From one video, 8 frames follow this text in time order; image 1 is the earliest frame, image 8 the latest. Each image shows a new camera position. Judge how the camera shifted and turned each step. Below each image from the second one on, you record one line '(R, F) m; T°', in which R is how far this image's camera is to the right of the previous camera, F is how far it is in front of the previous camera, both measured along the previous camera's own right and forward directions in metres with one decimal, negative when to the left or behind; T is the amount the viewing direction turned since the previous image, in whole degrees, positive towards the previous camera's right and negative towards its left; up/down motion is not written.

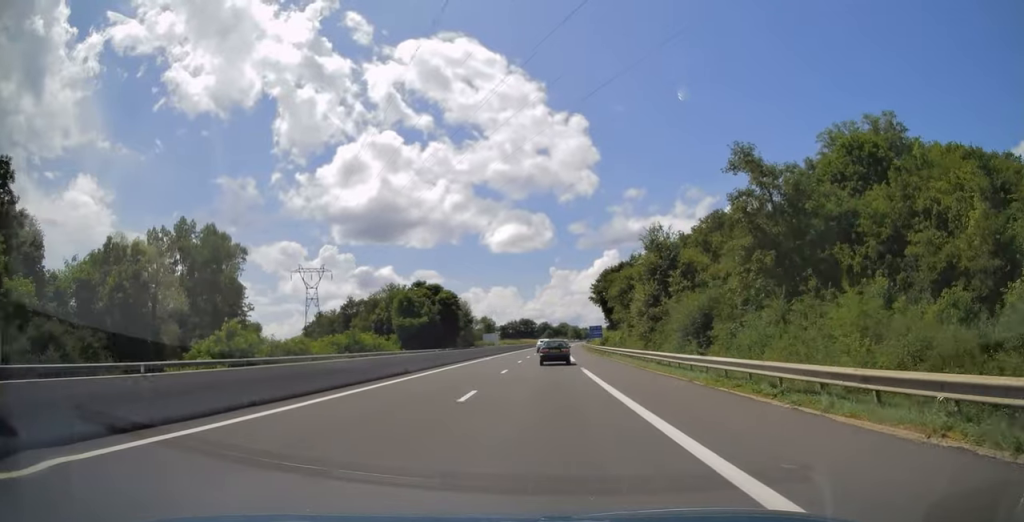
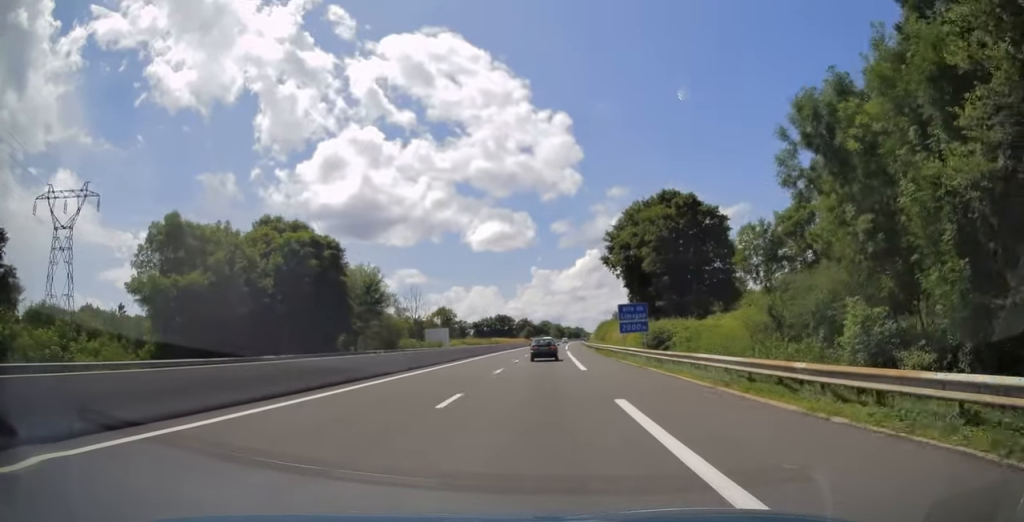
(+1.1, +66.1) m; +1°
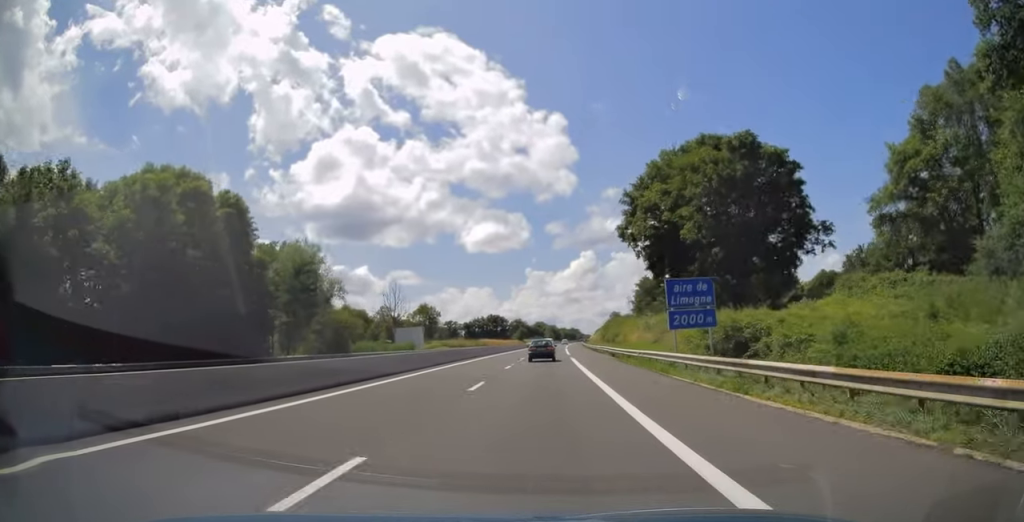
(0.0, +21.0) m; 0°
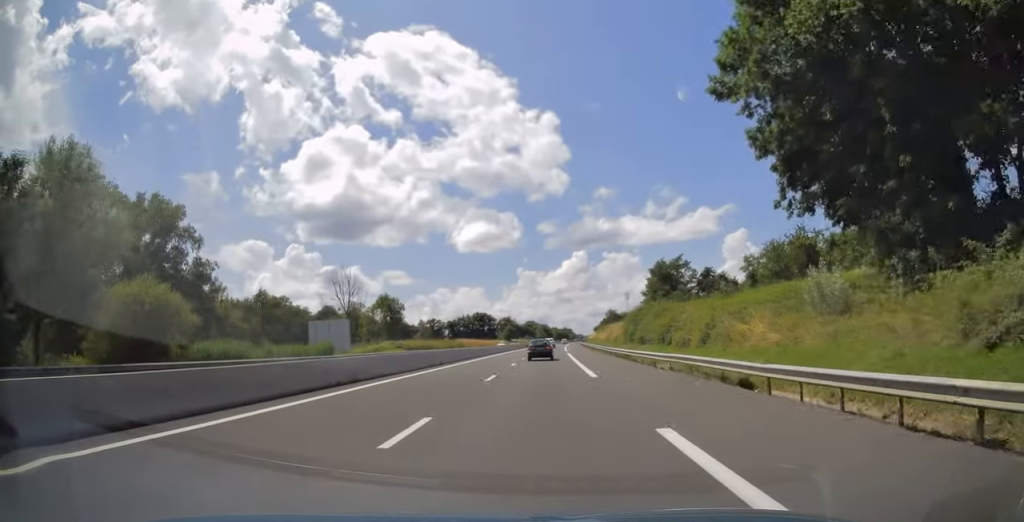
(+0.2, +34.8) m; +1°
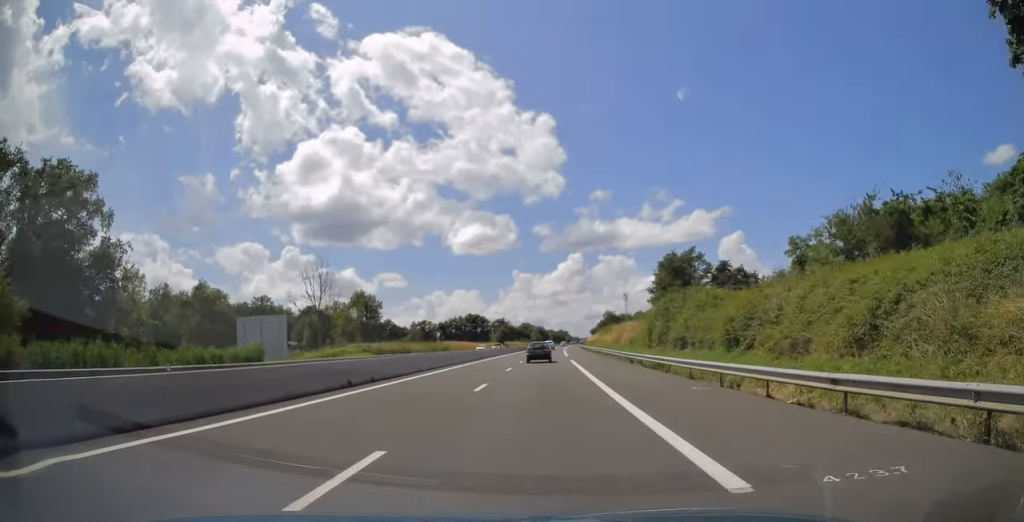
(+0.1, +15.9) m; +1°
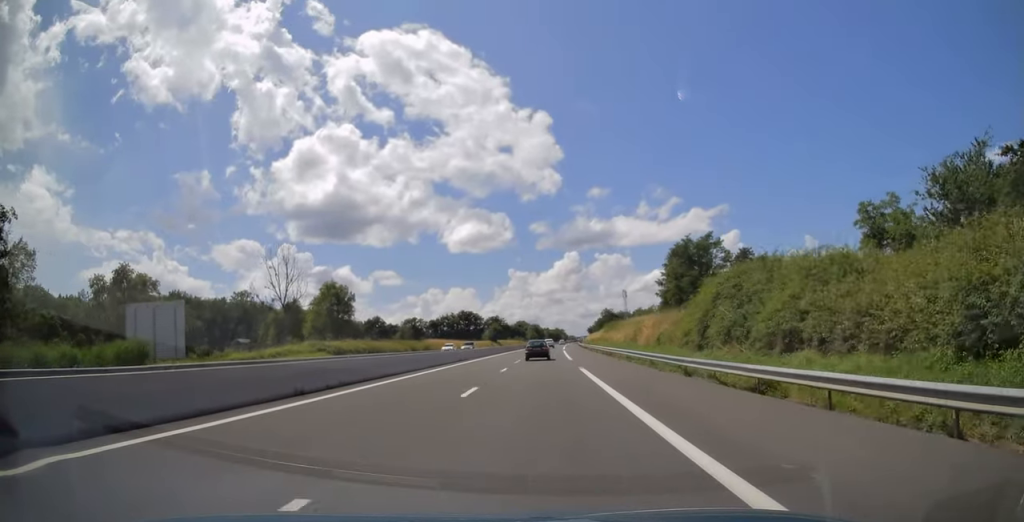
(+0.2, +15.4) m; 0°
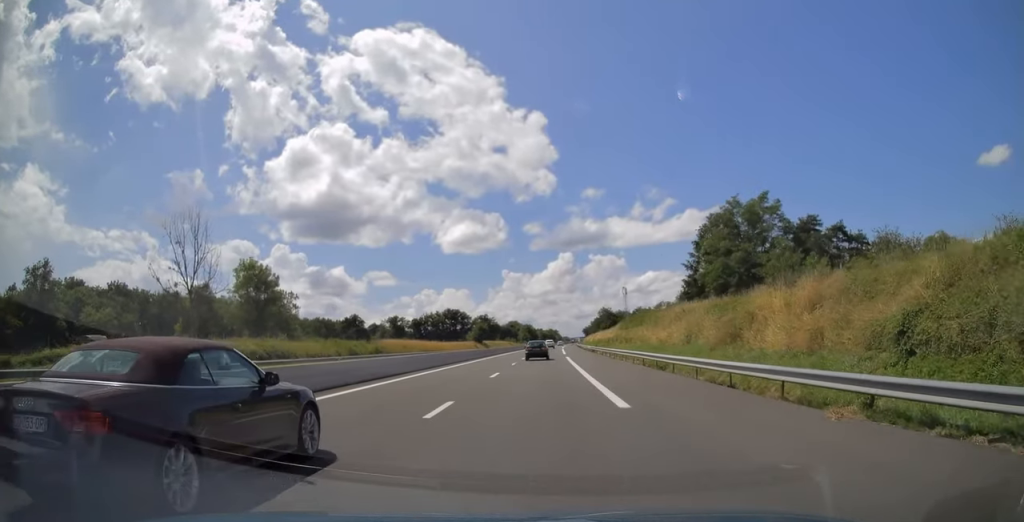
(+0.3, +29.7) m; +1°
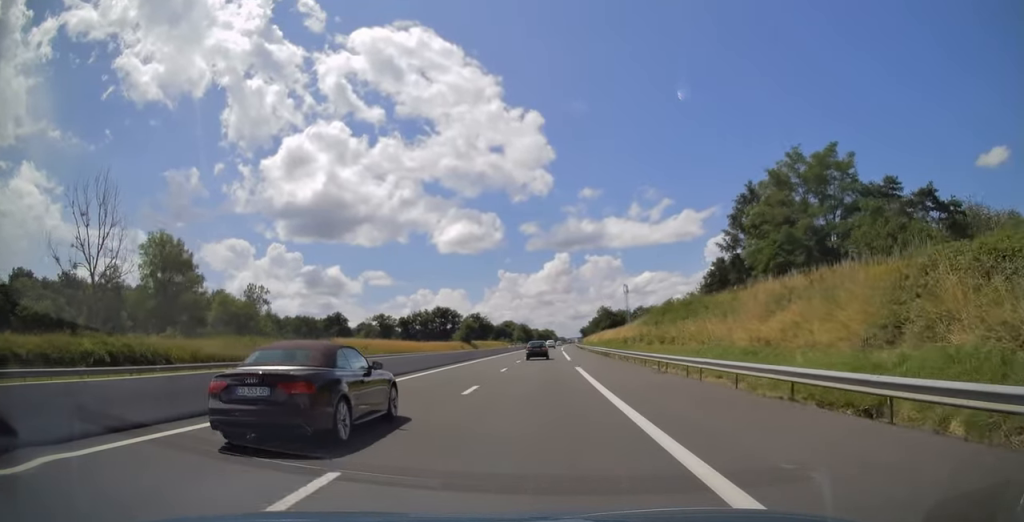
(0.0, +20.5) m; 0°
